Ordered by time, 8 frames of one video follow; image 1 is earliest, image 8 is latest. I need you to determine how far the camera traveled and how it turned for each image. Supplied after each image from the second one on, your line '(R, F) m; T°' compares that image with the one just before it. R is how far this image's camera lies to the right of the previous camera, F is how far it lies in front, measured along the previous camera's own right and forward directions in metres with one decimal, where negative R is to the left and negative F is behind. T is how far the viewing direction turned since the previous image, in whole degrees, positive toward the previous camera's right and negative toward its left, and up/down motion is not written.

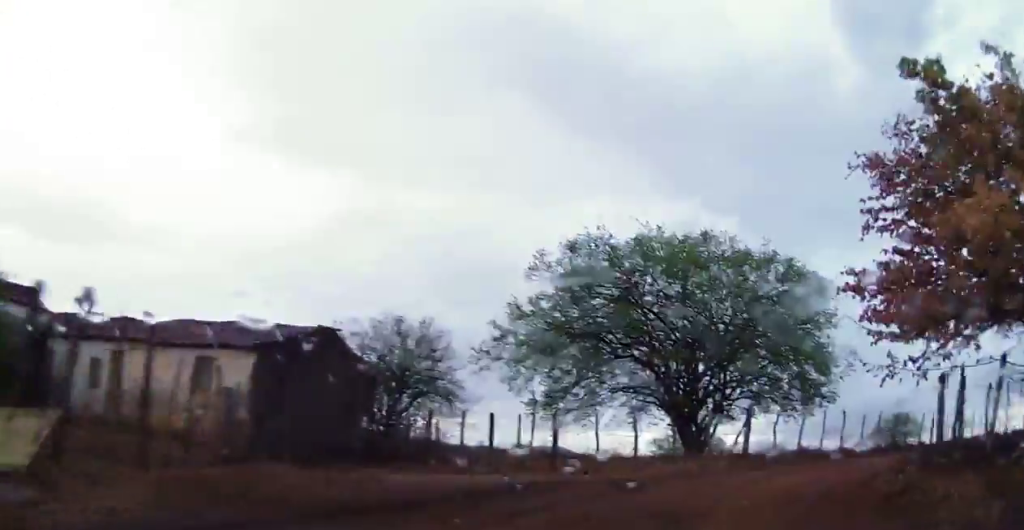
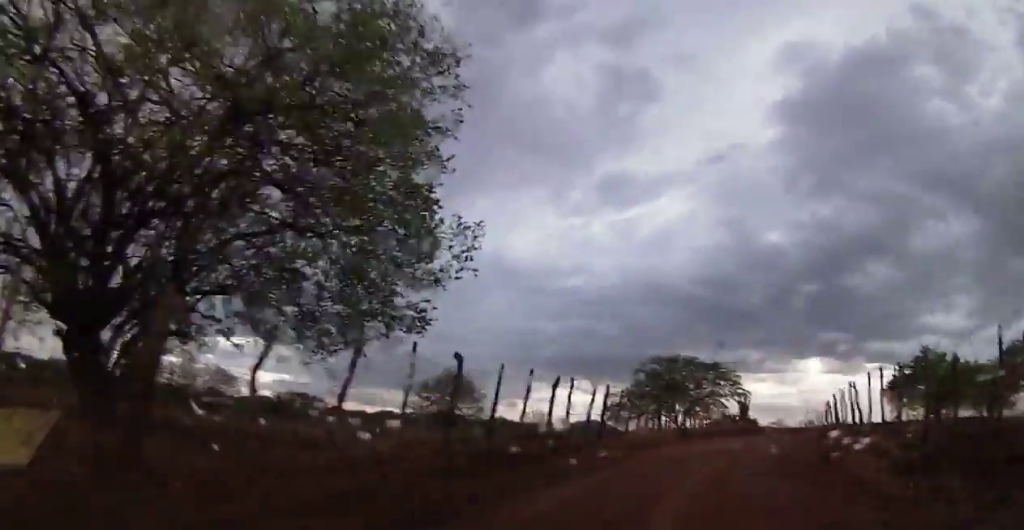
(+5.0, +15.1) m; +38°
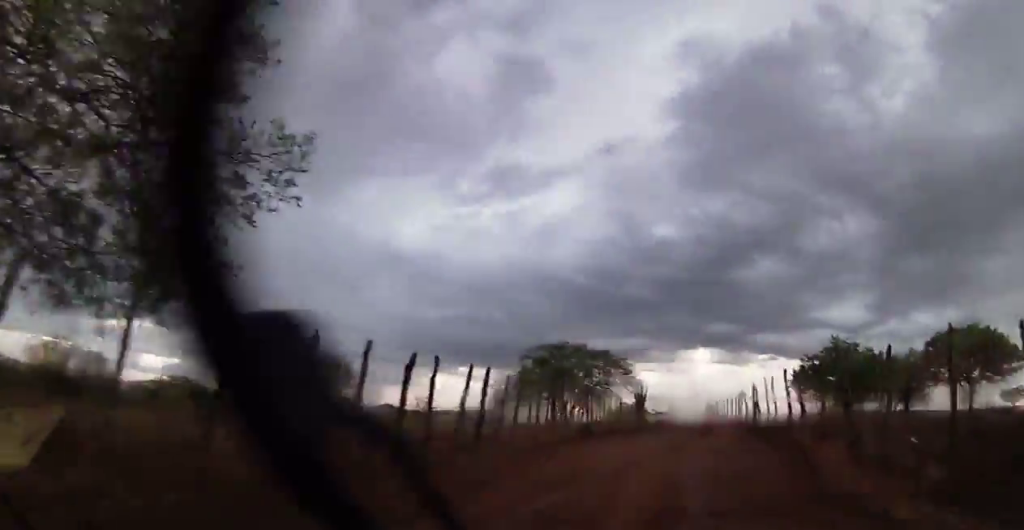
(+0.2, +3.8) m; +7°
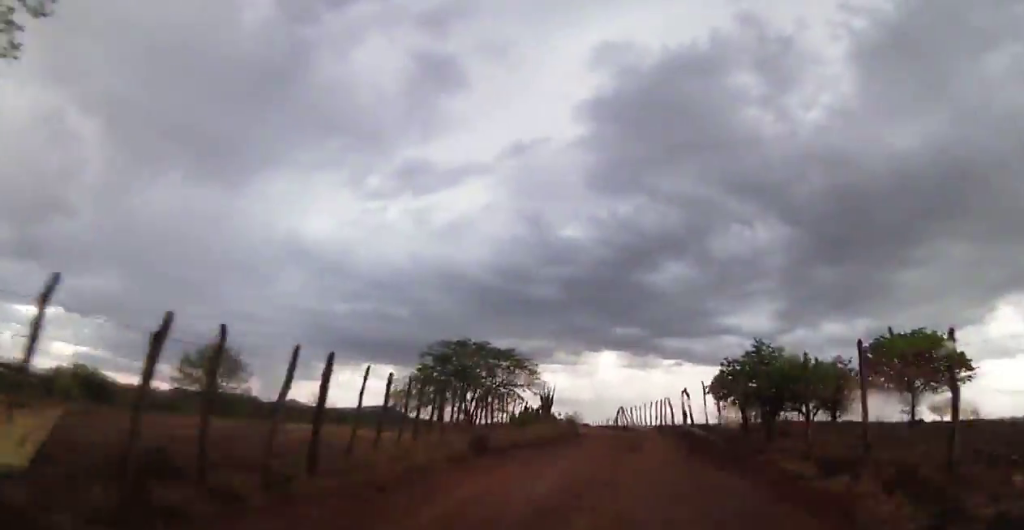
(+0.3, +4.0) m; +7°
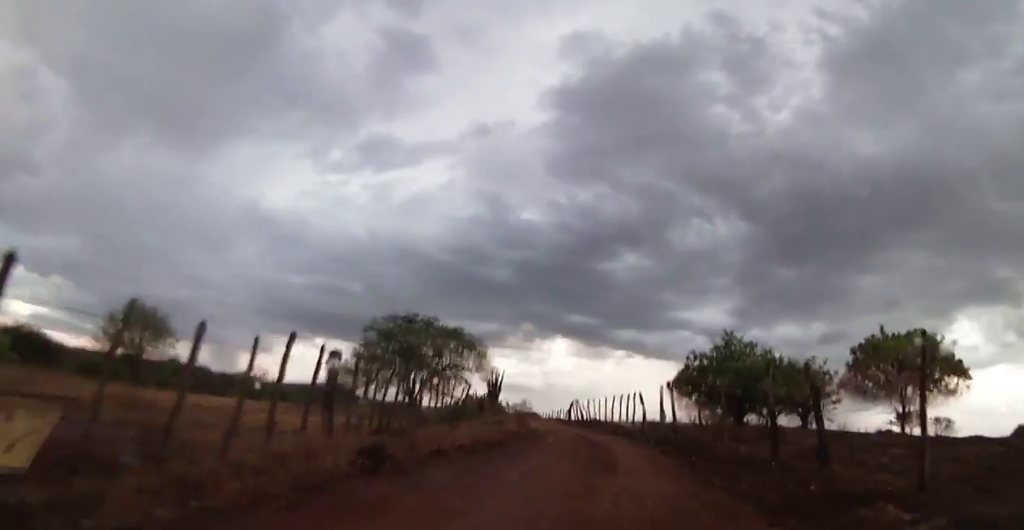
(+0.3, +4.8) m; +8°
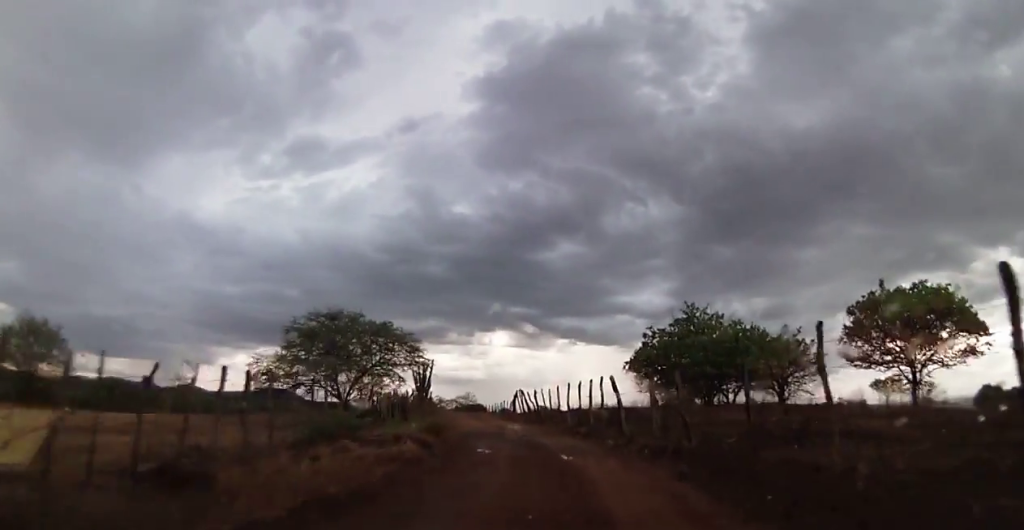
(+0.7, +7.0) m; +5°
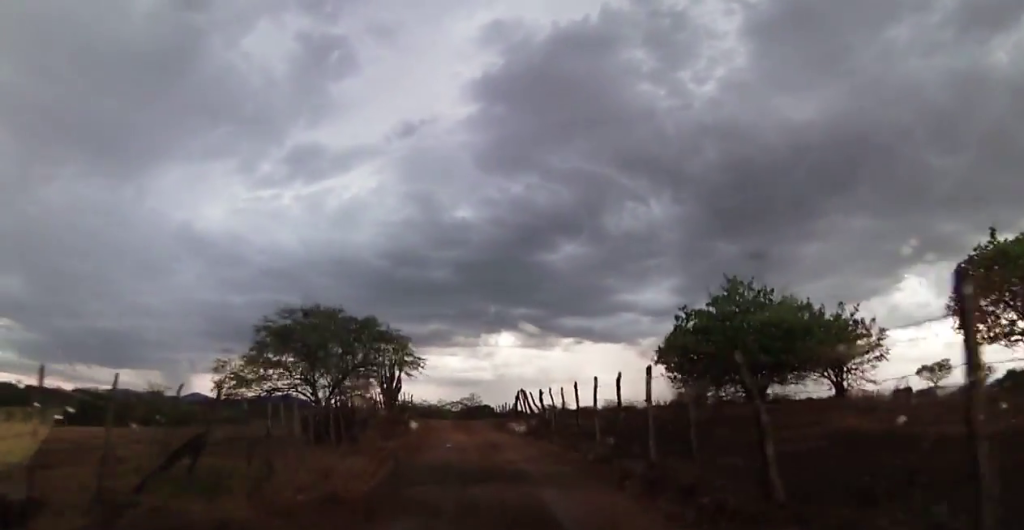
(+0.2, +10.1) m; +2°
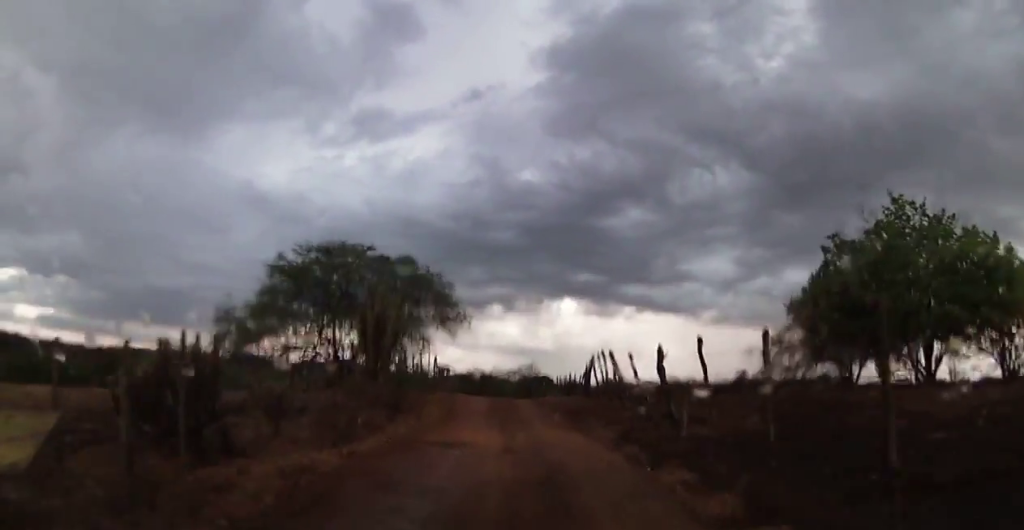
(+0.3, +13.0) m; -1°
